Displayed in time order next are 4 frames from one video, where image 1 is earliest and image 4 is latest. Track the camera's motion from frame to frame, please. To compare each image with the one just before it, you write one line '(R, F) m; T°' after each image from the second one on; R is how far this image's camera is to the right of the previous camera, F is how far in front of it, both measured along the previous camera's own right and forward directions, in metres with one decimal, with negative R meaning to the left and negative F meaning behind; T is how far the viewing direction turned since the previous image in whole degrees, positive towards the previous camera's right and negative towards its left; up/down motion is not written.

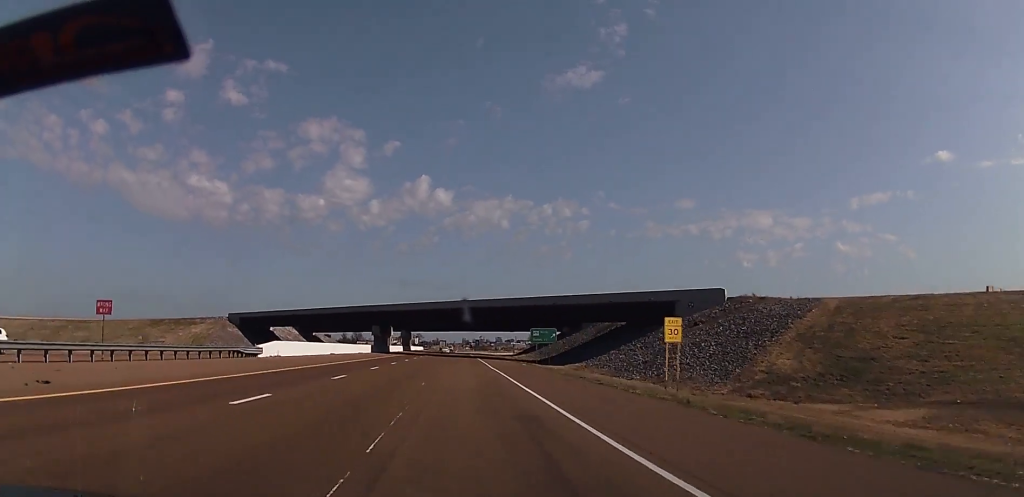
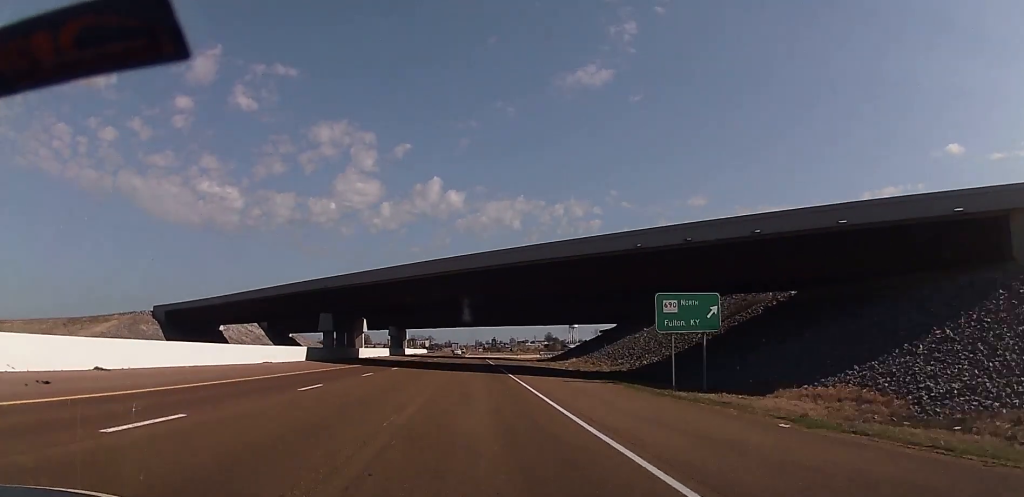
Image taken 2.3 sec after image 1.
(-1.5, +55.1) m; -2°
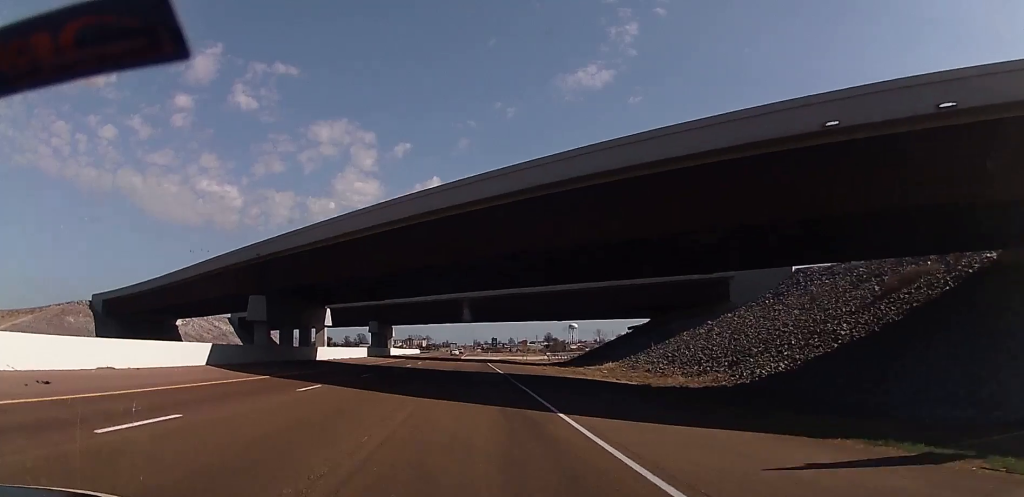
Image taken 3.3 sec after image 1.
(+0.3, +24.2) m; +1°
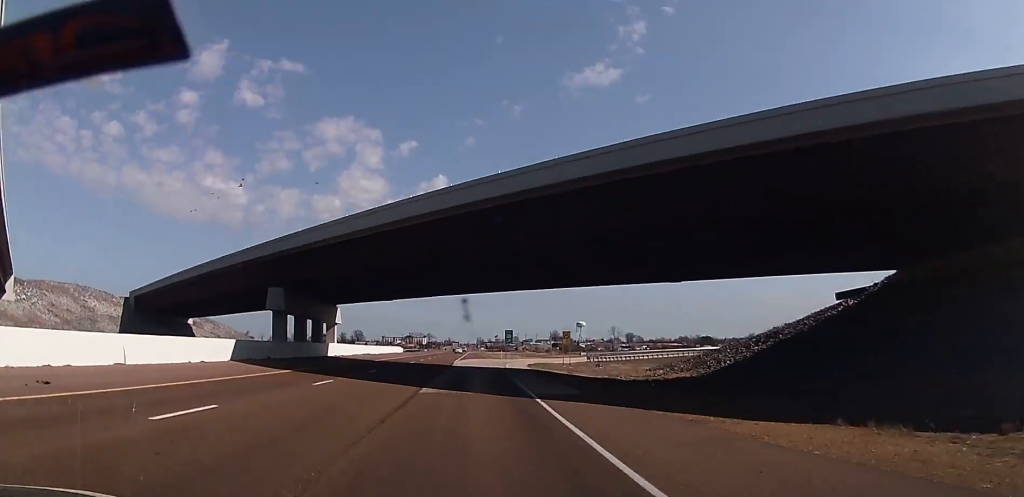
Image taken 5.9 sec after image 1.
(-1.4, +59.6) m; -2°
